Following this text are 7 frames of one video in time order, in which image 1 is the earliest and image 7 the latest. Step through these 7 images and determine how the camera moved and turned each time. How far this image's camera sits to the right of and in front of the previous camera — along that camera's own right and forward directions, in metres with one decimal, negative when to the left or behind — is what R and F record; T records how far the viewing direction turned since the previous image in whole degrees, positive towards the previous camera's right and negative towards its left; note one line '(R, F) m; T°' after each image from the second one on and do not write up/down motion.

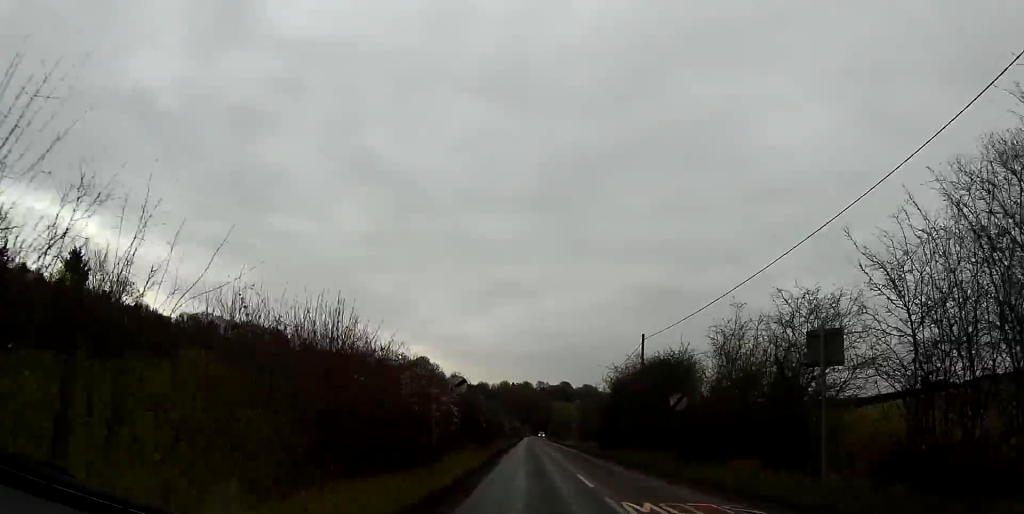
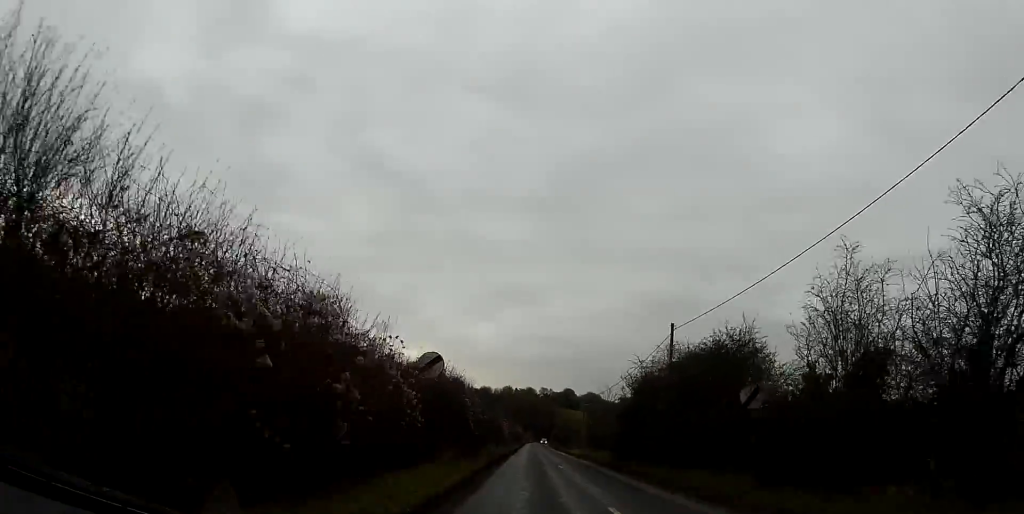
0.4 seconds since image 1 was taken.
(0.0, +6.9) m; 0°
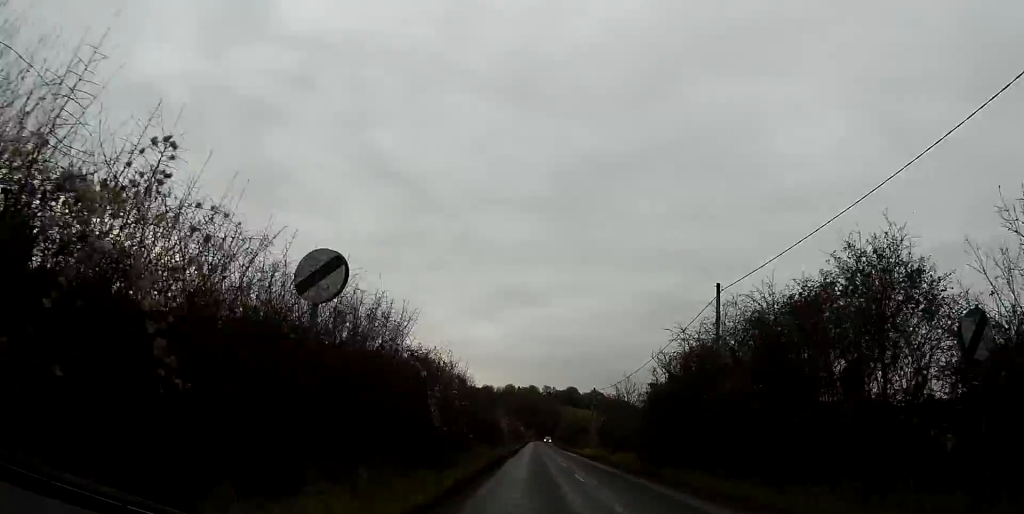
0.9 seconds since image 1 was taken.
(0.0, +8.0) m; 0°
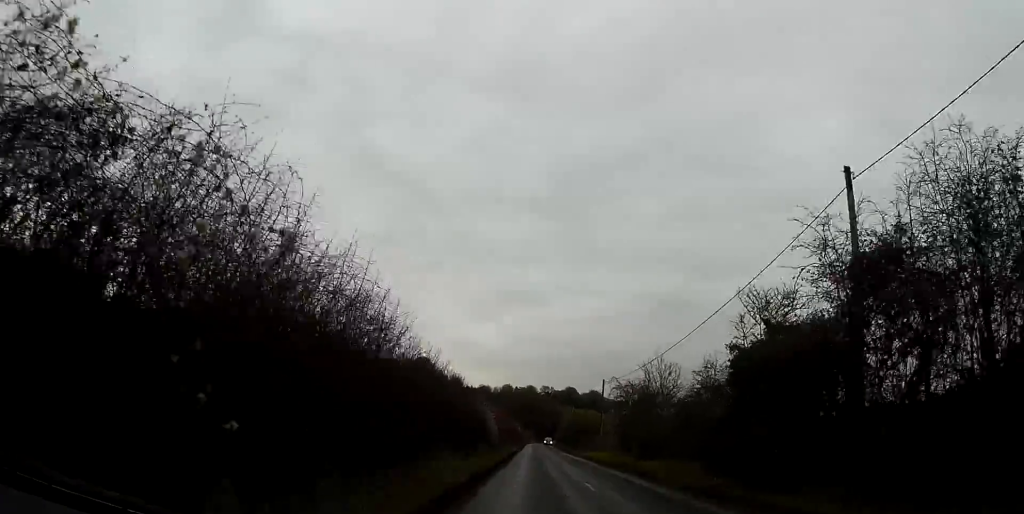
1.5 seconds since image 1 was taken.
(-0.1, +11.7) m; 0°
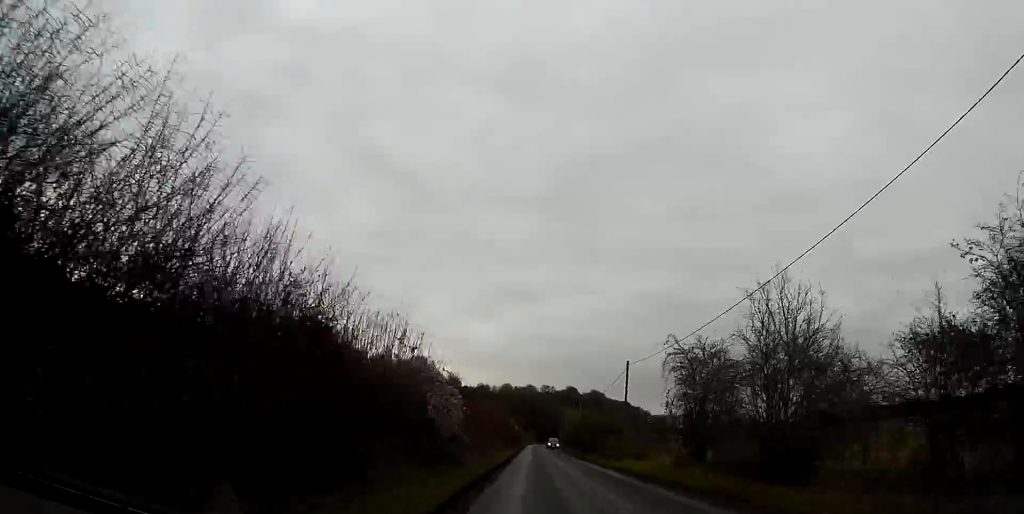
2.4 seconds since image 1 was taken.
(0.0, +15.9) m; 0°
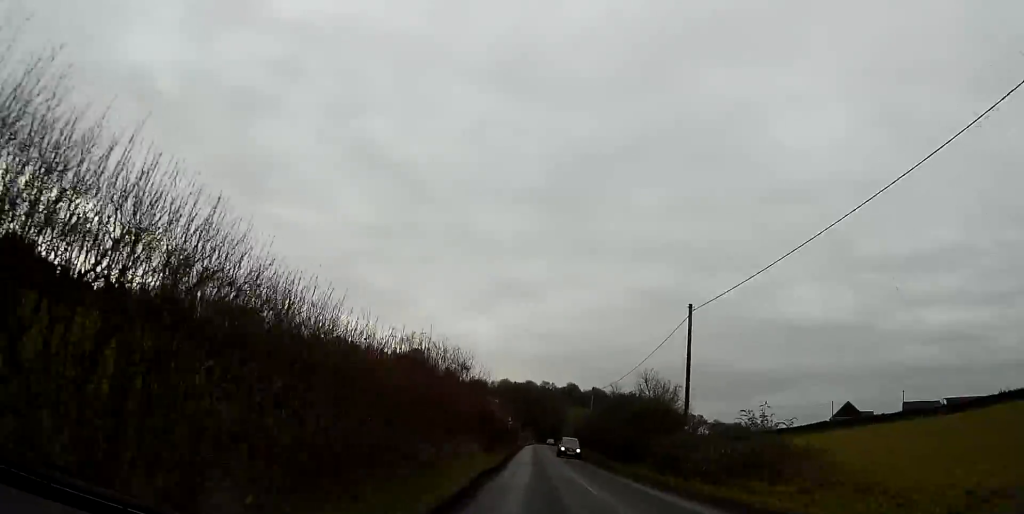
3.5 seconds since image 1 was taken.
(0.0, +19.6) m; 0°
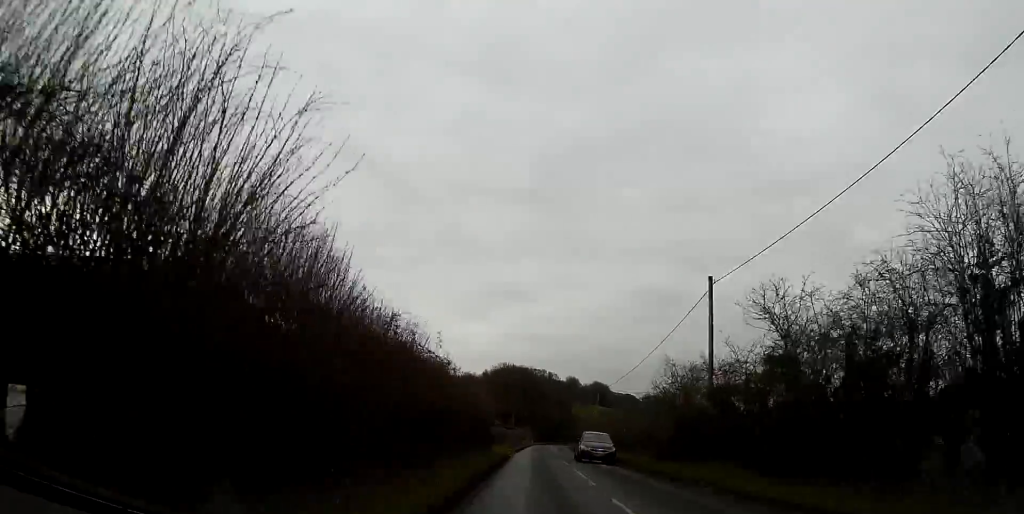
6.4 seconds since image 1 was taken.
(+0.7, +52.4) m; +1°
